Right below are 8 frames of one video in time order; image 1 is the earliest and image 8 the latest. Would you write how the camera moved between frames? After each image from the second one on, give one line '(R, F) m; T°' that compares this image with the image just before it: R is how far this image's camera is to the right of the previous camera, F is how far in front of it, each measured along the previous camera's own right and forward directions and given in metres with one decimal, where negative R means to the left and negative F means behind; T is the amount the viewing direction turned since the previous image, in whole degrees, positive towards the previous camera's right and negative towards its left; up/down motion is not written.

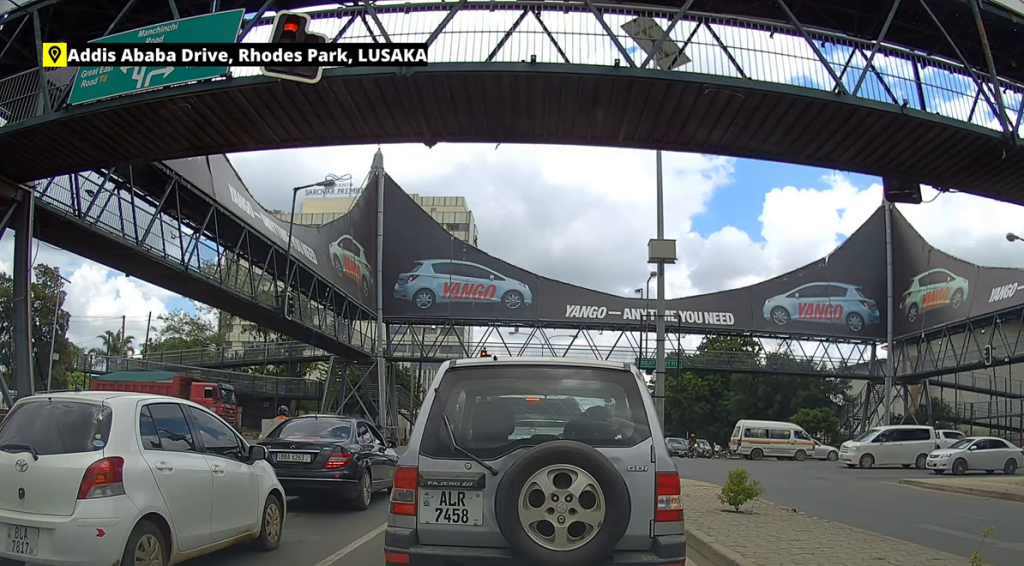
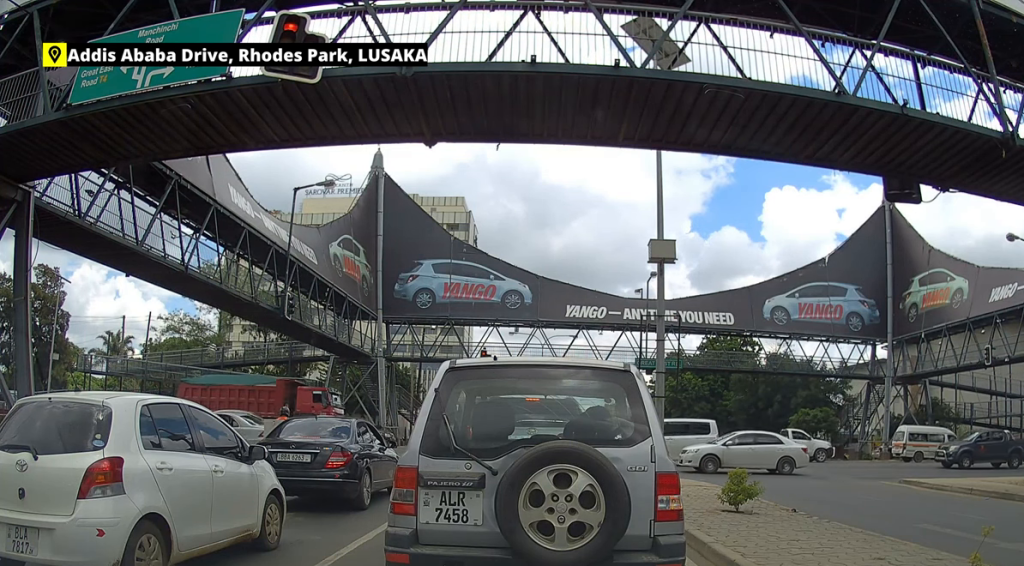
(0.0, 0.0) m; 0°
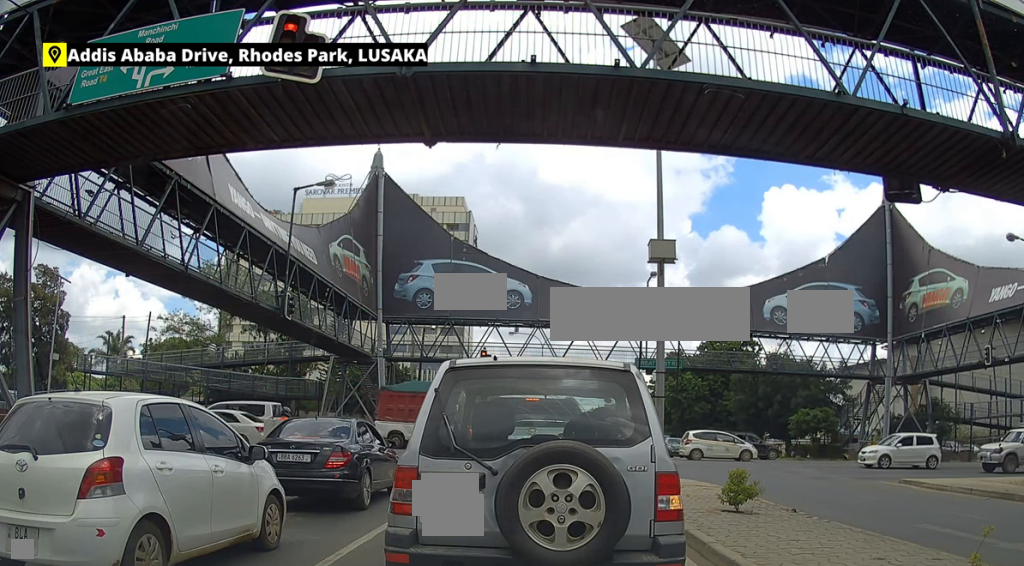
(0.0, 0.0) m; 0°
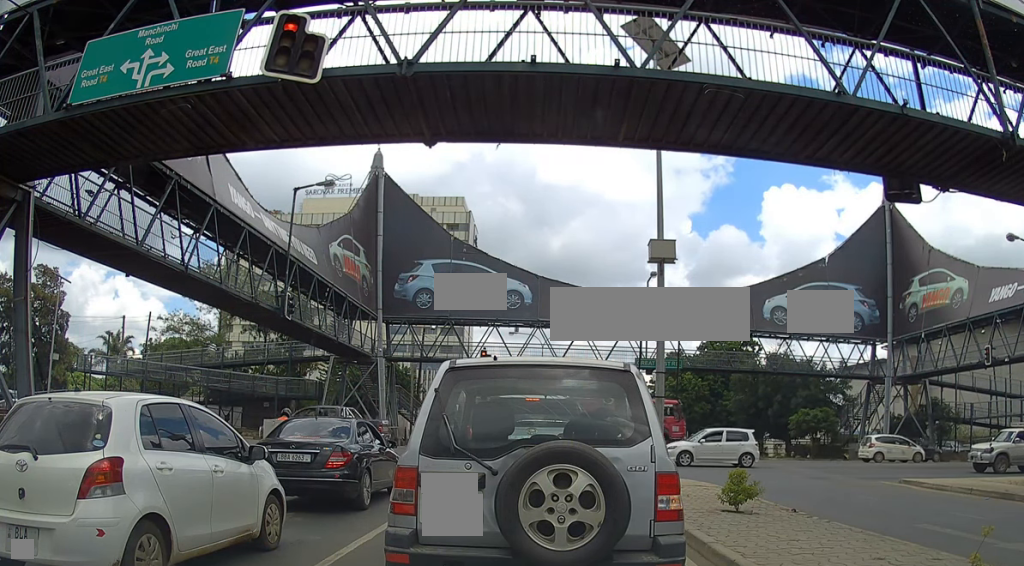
(0.0, 0.0) m; 0°
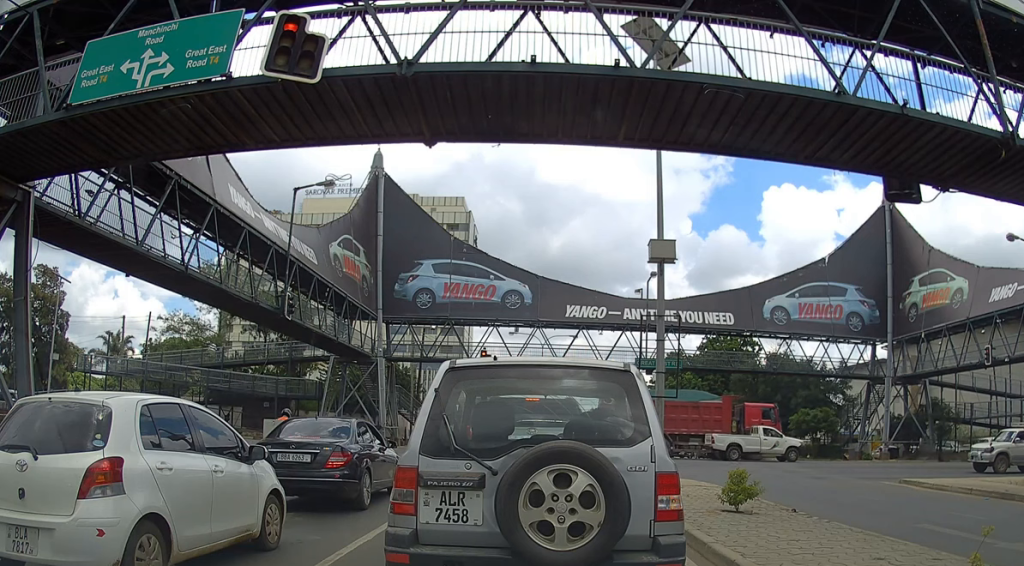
(0.0, 0.0) m; 0°
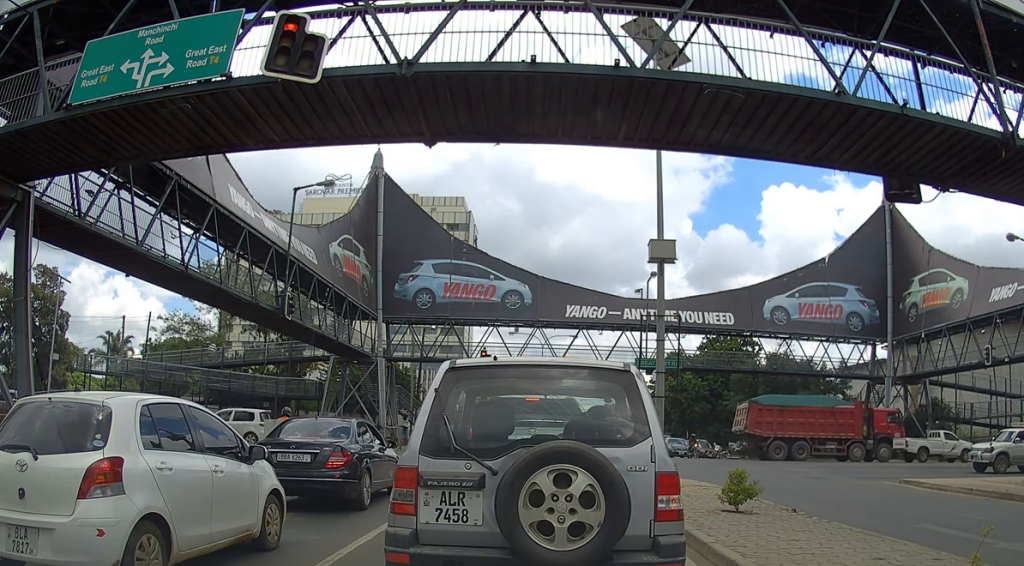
(0.0, 0.0) m; 0°
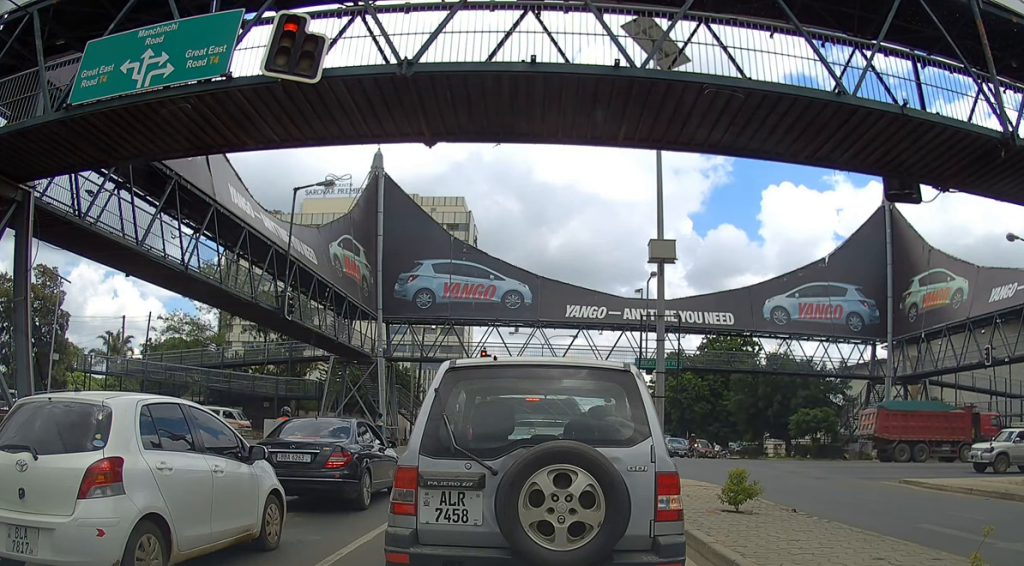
(0.0, 0.0) m; 0°
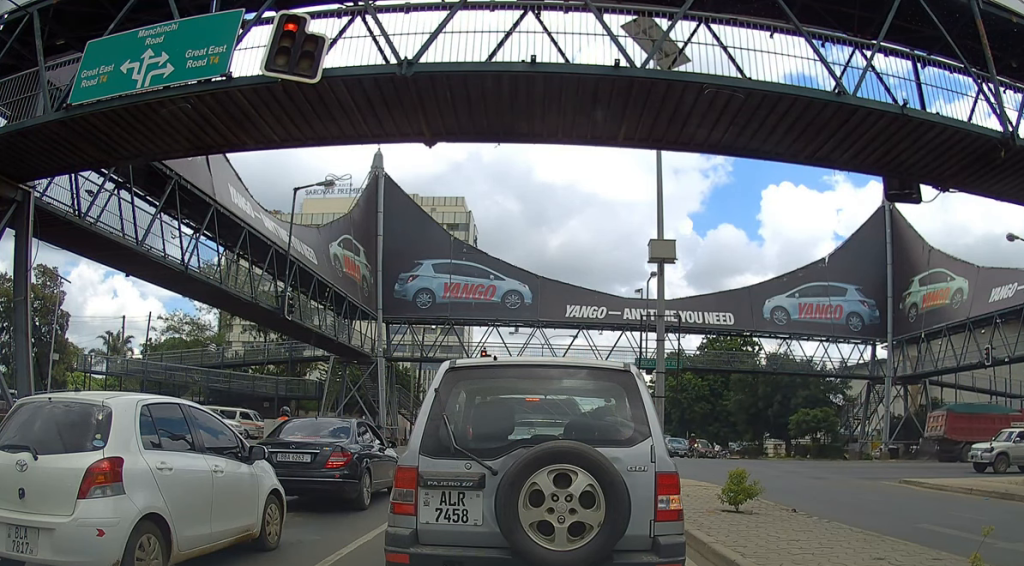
(0.0, 0.0) m; 0°
